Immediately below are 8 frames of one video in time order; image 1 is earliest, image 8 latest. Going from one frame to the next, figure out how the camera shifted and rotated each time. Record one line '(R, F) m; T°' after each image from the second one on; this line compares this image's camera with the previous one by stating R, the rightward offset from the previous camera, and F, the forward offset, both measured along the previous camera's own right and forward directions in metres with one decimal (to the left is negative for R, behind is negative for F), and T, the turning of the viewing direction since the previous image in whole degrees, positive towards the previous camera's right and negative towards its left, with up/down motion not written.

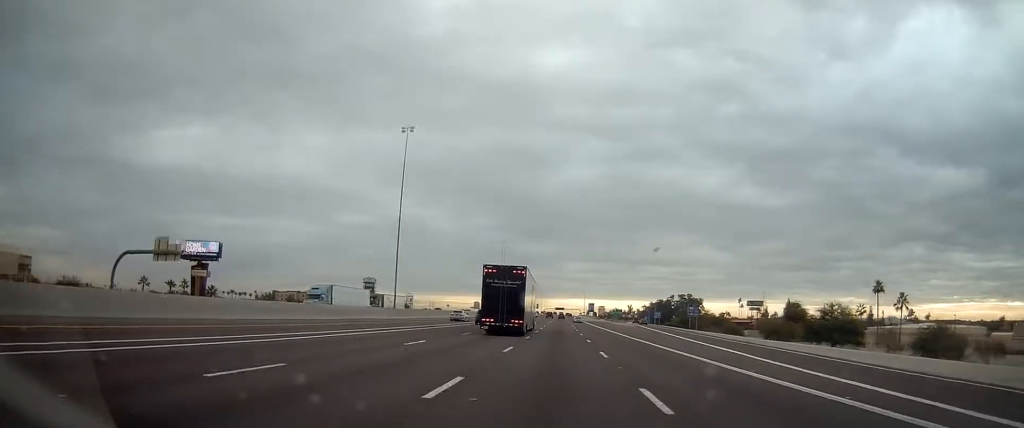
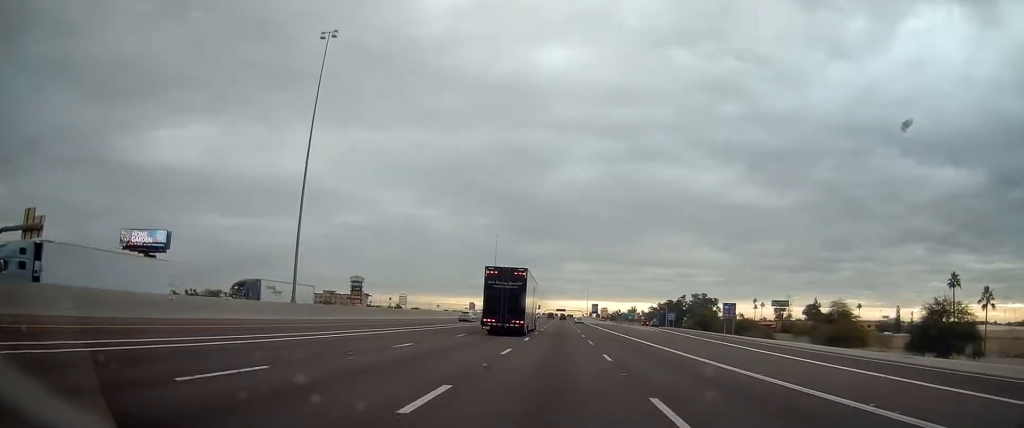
(0.0, +25.6) m; 0°
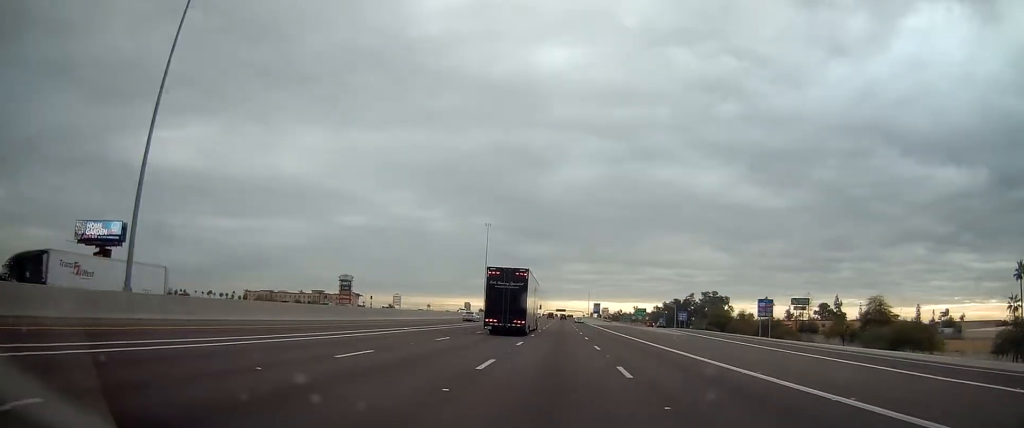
(+0.1, +17.8) m; 0°
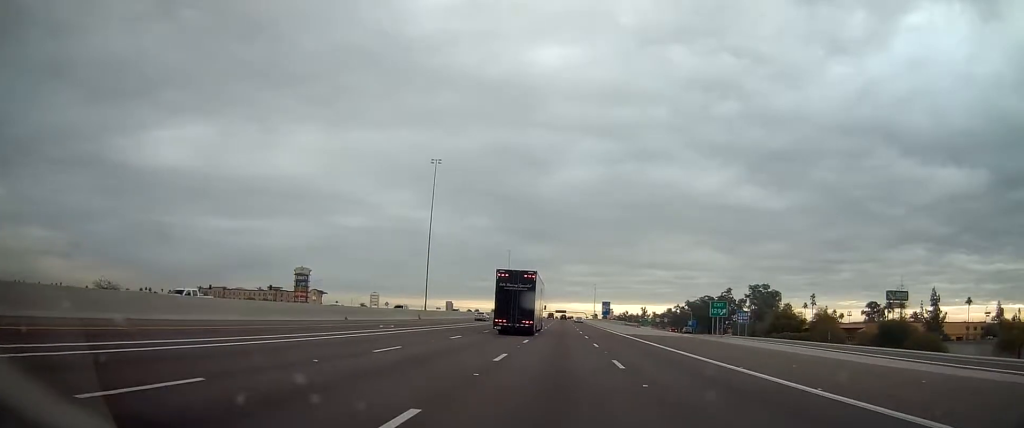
(-0.3, +57.8) m; 0°
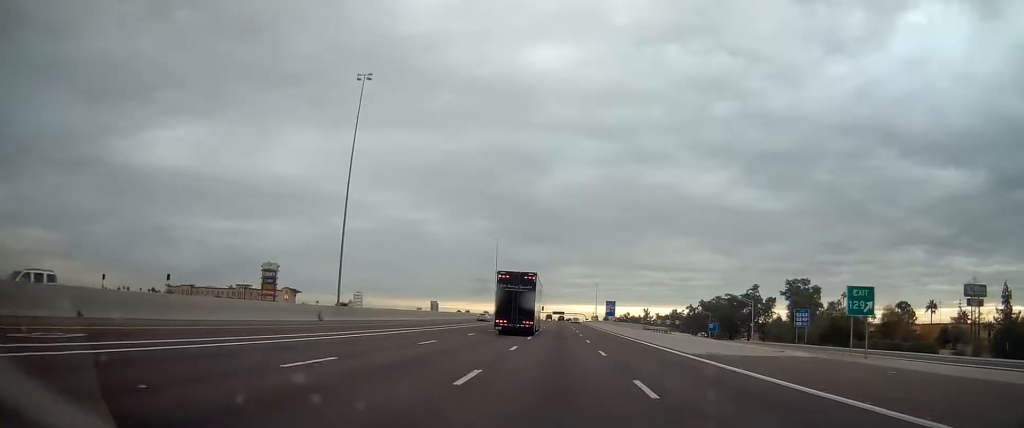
(0.0, +29.3) m; 0°
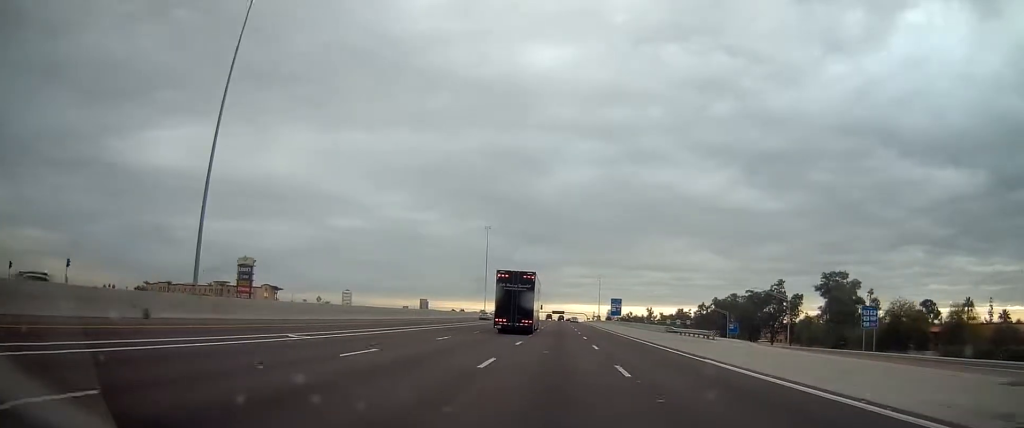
(+0.1, +20.5) m; 0°
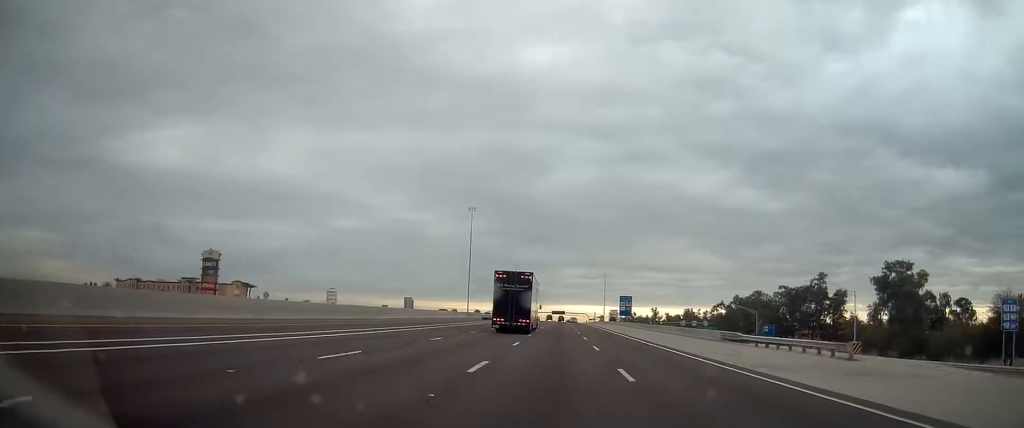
(+0.1, +25.4) m; 0°
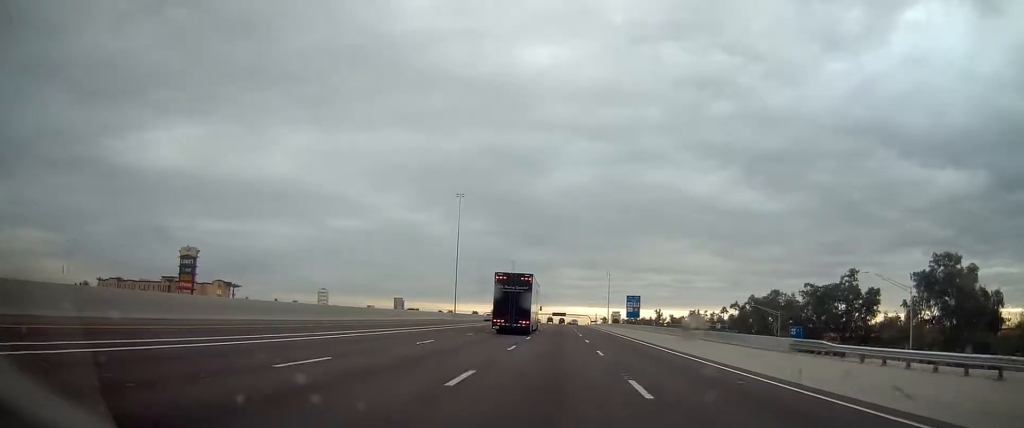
(-0.1, +14.6) m; 0°
